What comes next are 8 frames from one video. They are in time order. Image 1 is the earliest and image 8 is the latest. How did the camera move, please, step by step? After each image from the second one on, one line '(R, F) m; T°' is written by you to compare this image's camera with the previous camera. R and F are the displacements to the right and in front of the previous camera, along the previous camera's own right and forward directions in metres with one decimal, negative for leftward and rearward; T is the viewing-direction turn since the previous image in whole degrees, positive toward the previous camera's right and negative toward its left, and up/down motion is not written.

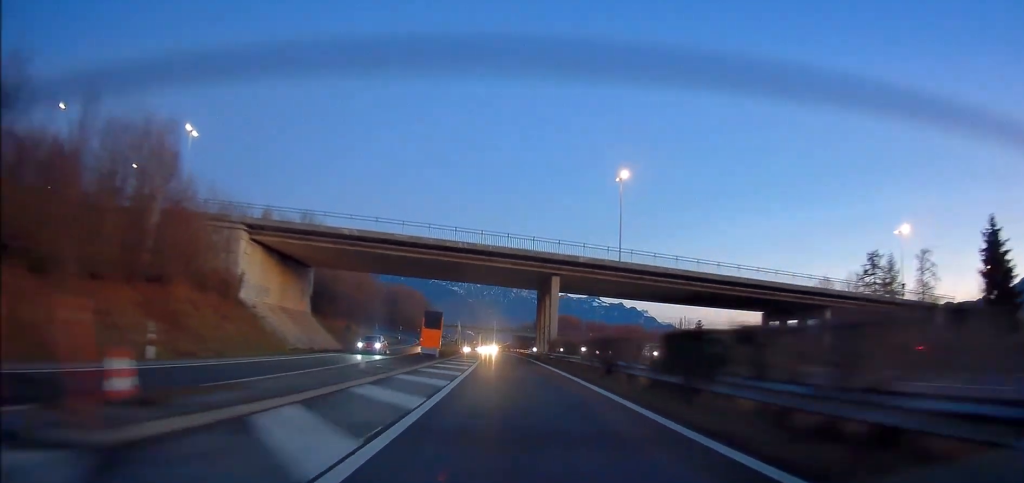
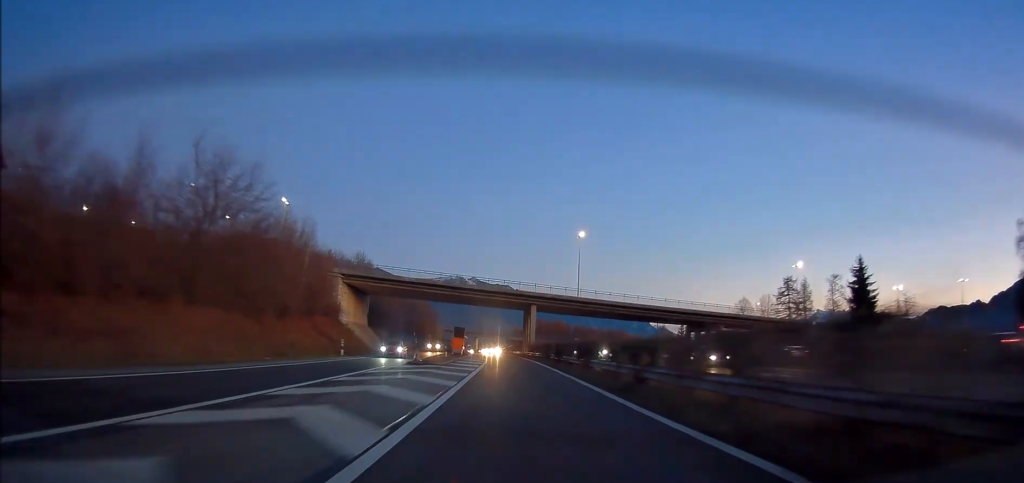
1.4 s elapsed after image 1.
(-0.2, +30.5) m; 0°
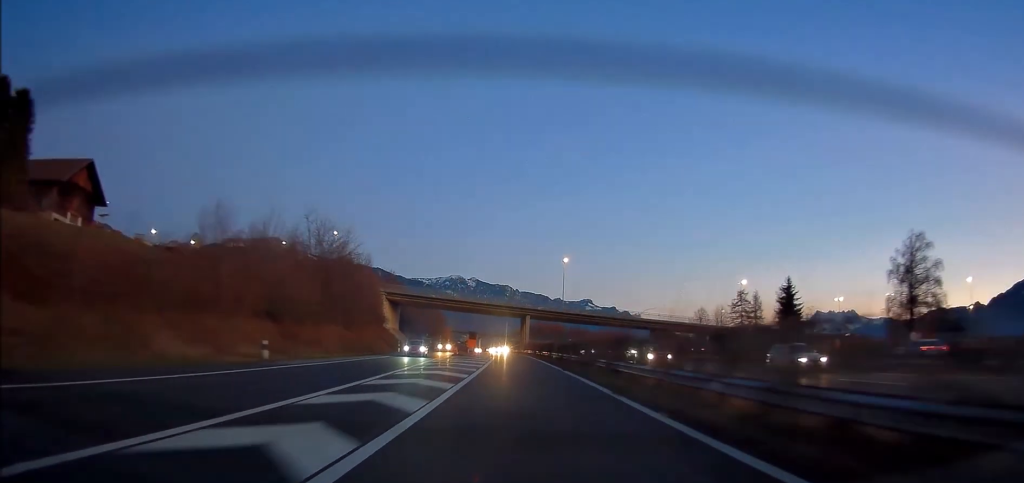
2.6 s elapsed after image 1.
(+0.2, +27.0) m; +1°
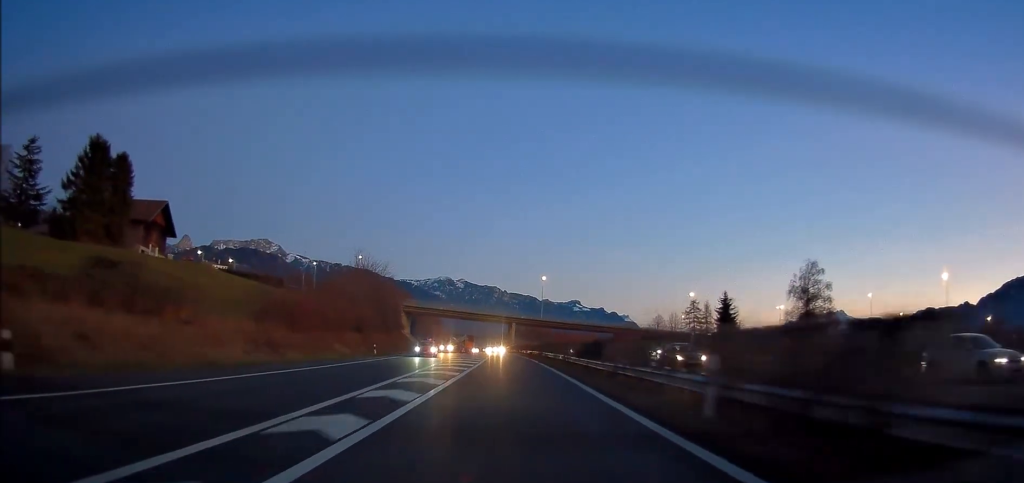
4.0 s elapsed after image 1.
(+0.1, +29.5) m; +1°
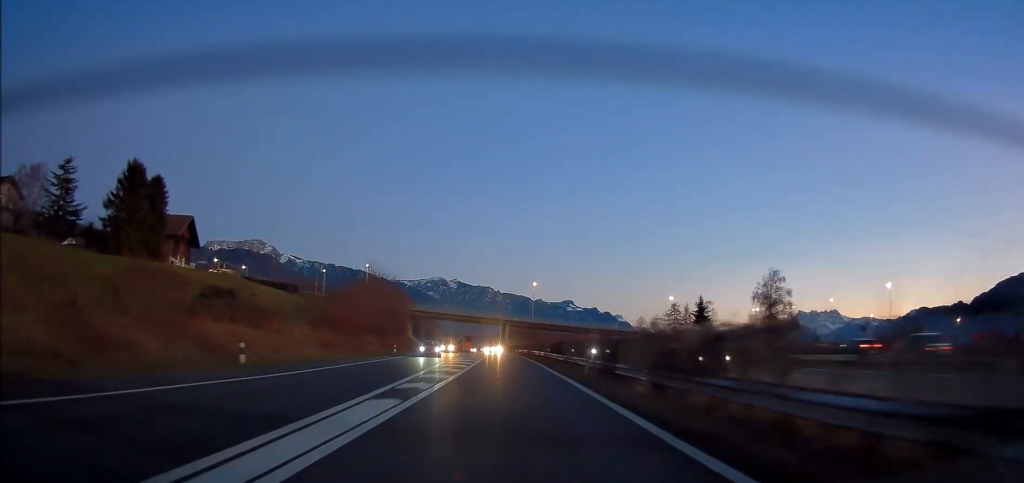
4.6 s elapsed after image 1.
(+0.1, +14.1) m; +1°
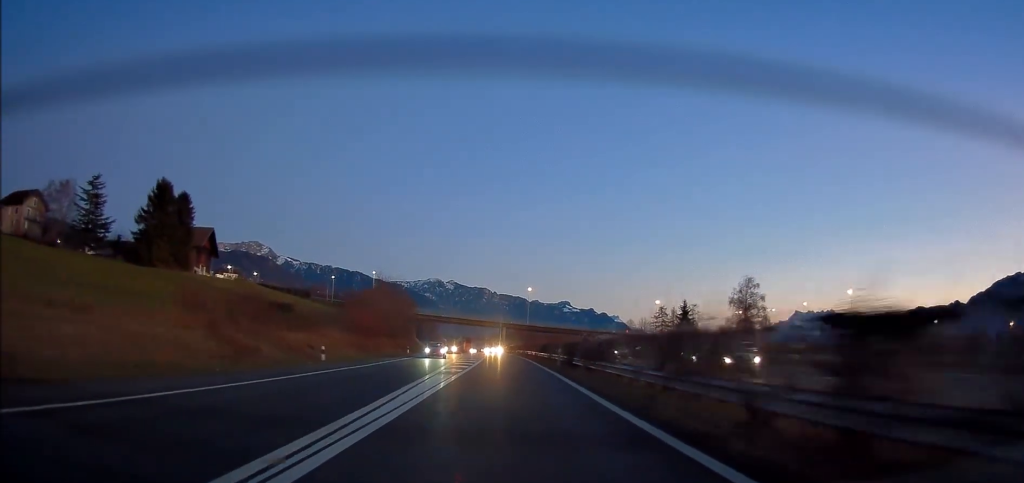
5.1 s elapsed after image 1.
(0.0, +11.9) m; +1°
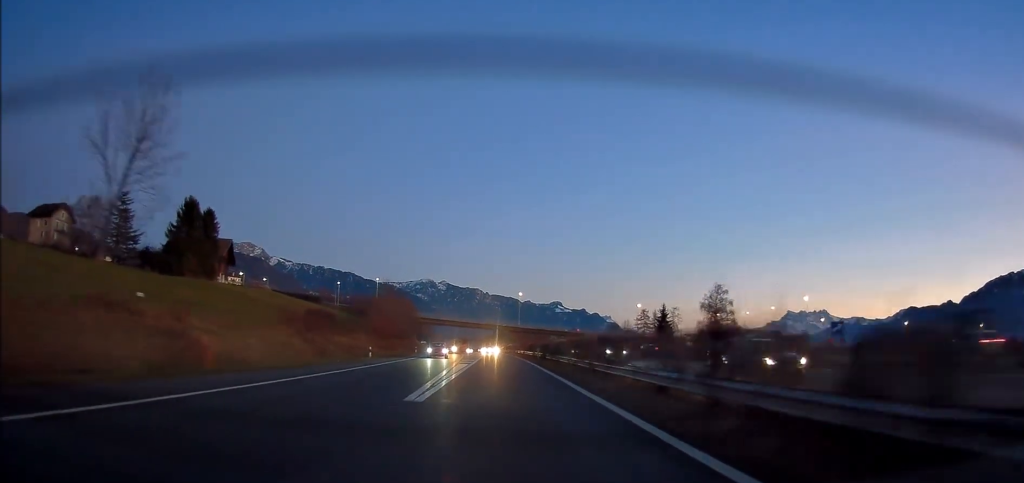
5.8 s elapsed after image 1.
(+0.1, +14.9) m; +1°
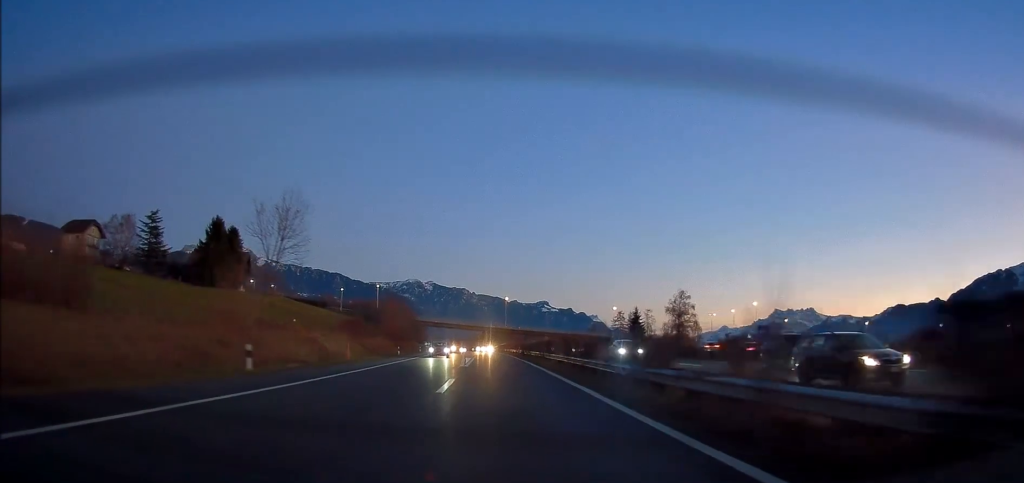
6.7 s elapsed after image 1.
(+0.1, +20.3) m; +1°
